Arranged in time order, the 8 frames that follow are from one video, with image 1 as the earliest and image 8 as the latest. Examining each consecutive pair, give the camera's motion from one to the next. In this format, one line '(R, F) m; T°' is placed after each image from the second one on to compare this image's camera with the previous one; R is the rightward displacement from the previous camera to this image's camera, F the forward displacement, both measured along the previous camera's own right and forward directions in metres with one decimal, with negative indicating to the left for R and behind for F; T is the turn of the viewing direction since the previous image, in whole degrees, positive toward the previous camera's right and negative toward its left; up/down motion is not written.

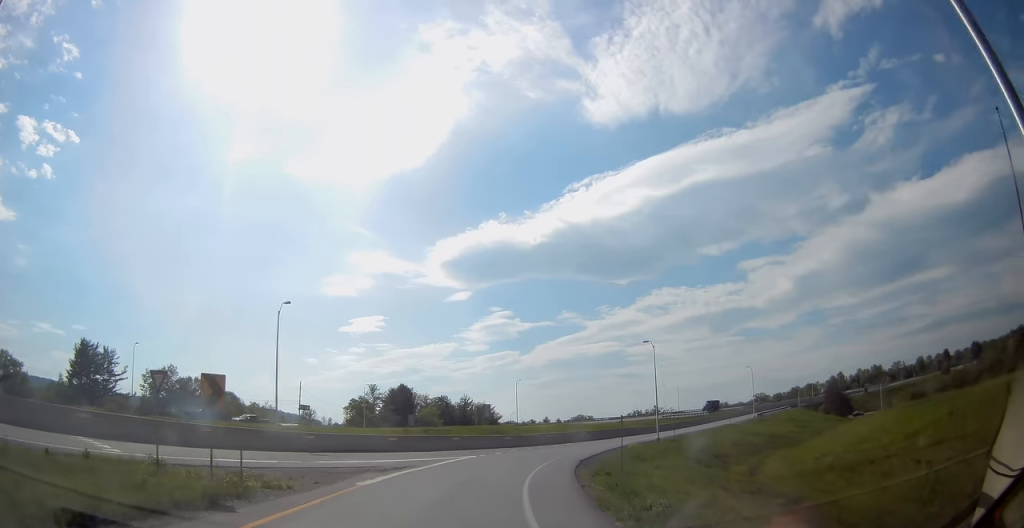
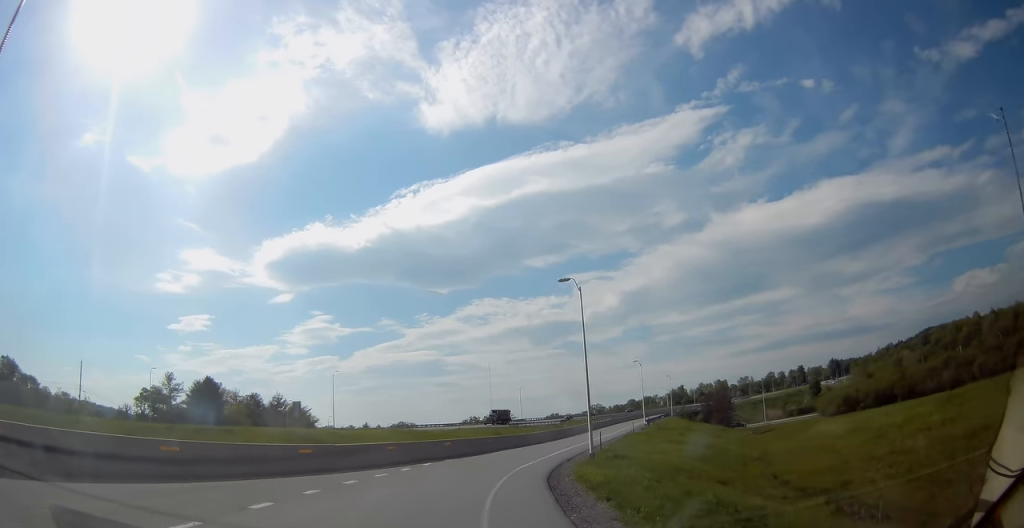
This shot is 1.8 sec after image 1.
(+4.4, +27.8) m; +17°
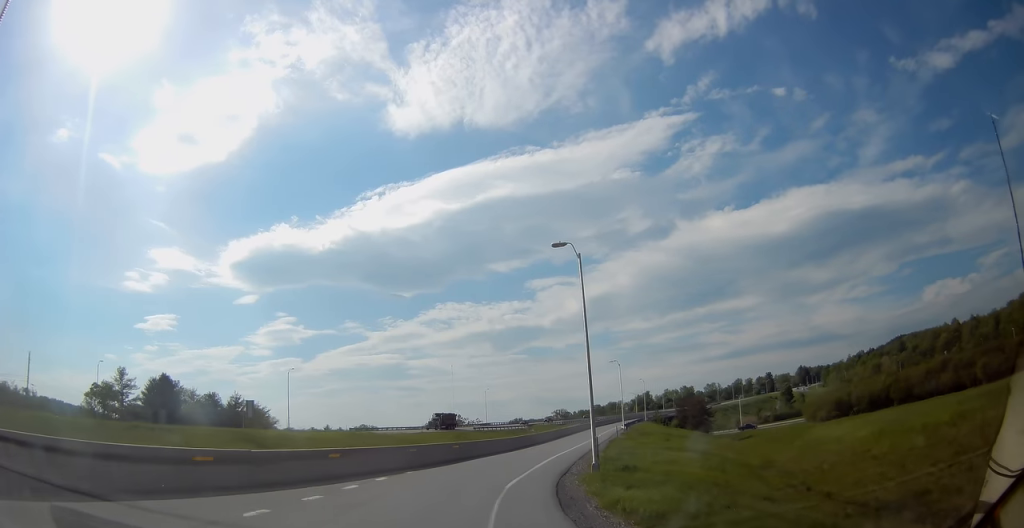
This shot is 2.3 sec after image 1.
(-0.1, +7.3) m; +4°
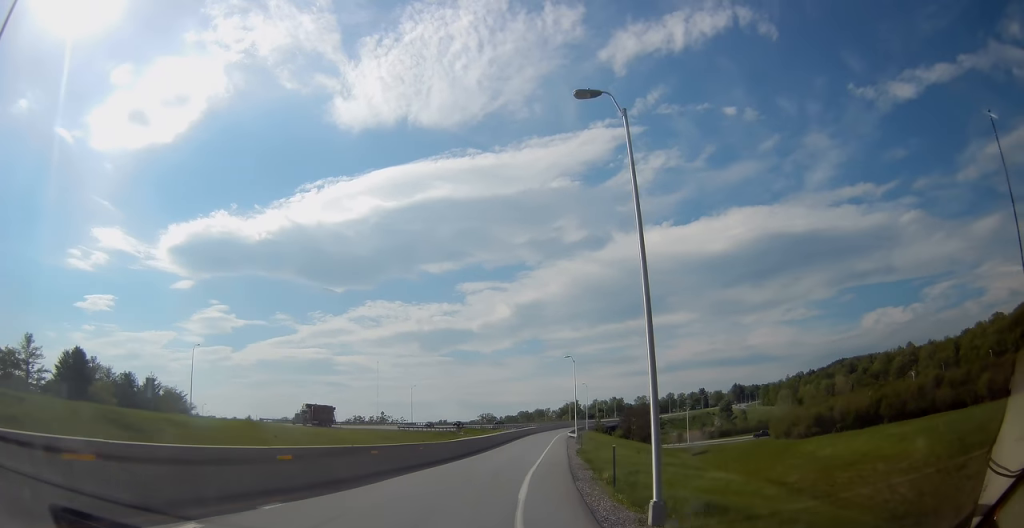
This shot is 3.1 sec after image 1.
(+1.2, +13.2) m; +8°
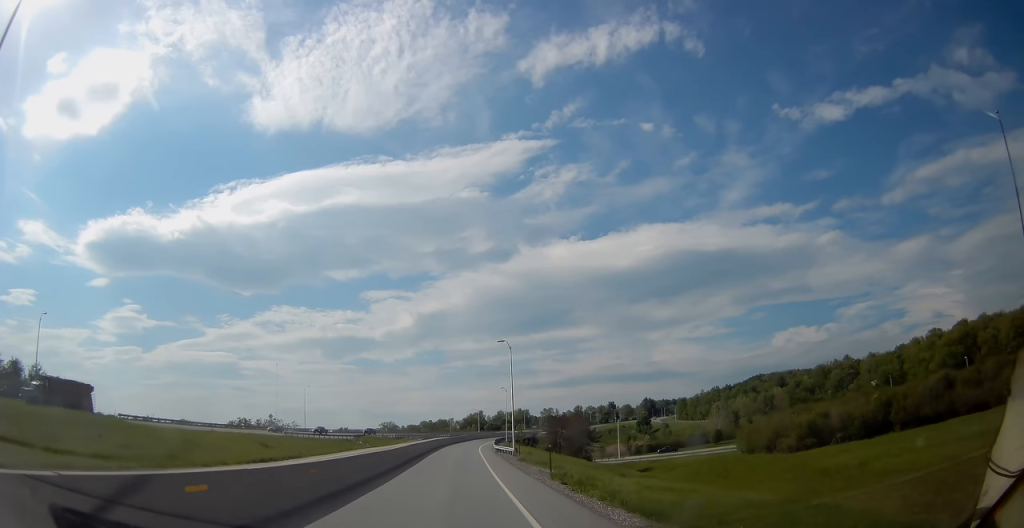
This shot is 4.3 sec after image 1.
(+1.8, +19.6) m; +11°
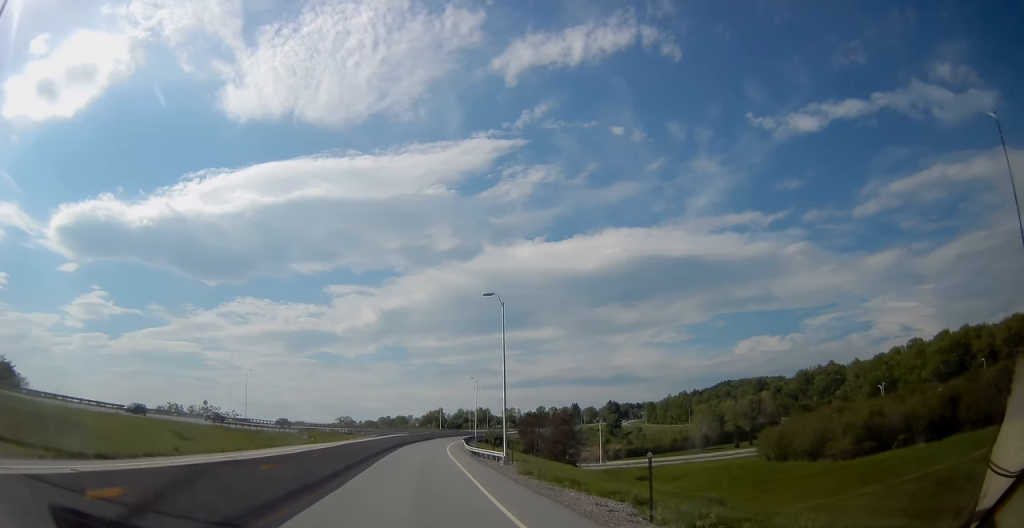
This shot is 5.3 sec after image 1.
(+1.2, +17.3) m; +7°
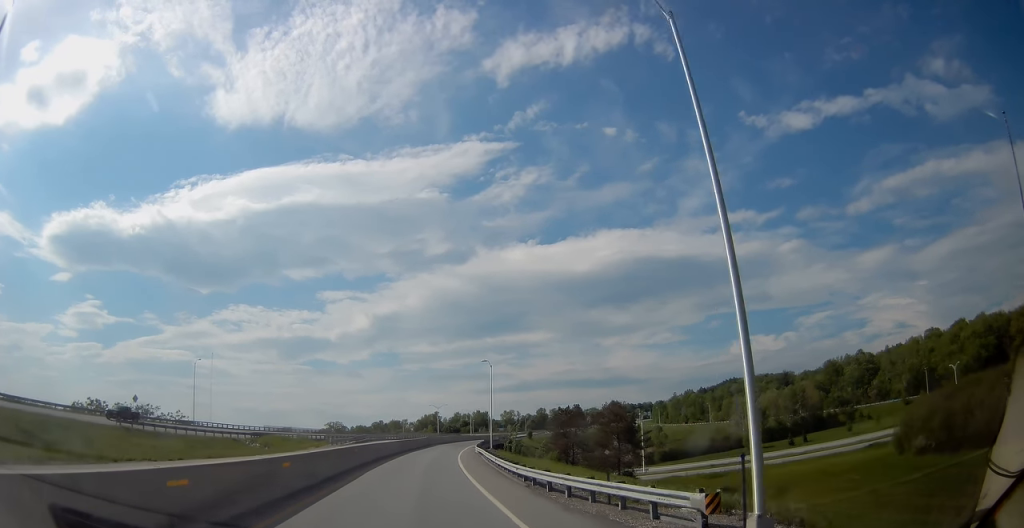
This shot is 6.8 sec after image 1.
(+2.4, +27.5) m; +7°
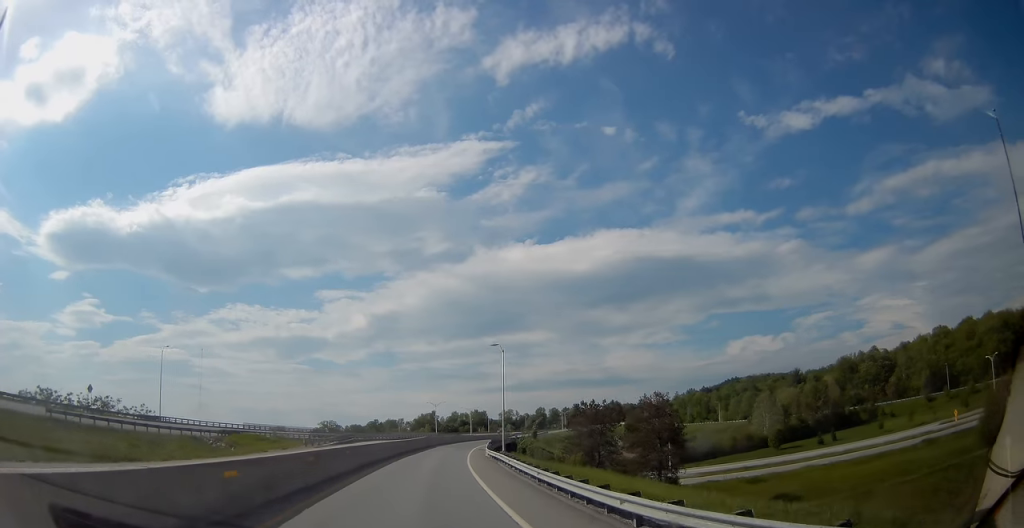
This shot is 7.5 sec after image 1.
(+0.3, +12.8) m; +1°
